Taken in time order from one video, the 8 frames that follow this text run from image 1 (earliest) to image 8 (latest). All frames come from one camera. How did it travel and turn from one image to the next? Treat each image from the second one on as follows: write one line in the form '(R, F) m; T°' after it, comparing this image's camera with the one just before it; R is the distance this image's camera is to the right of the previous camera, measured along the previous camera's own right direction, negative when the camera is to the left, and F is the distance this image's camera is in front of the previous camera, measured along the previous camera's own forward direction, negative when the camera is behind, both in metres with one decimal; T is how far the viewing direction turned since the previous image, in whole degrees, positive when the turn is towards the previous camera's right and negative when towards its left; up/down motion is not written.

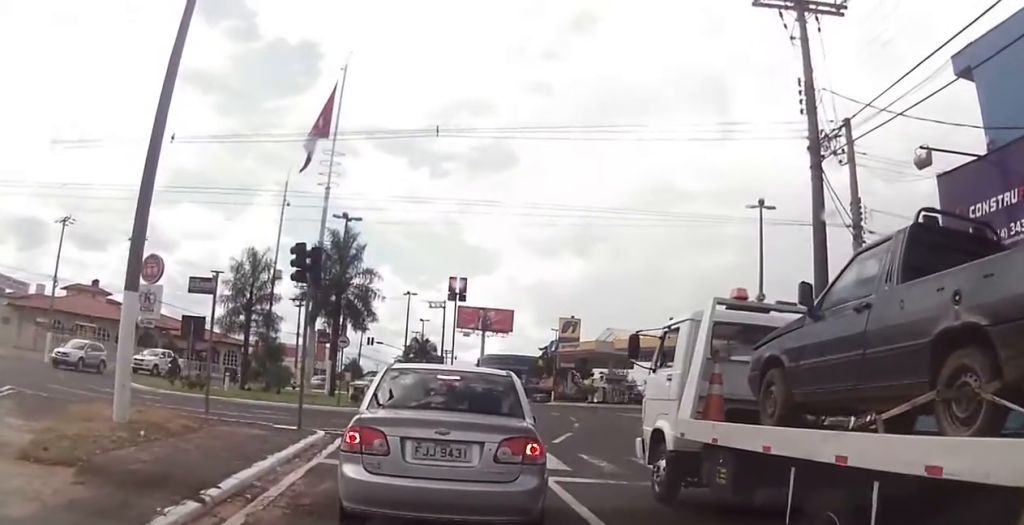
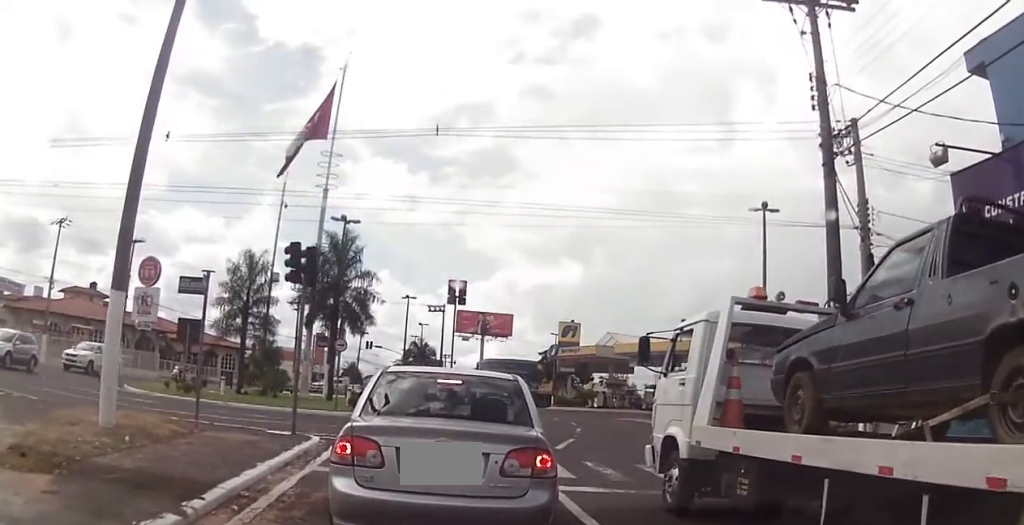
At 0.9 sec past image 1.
(+0.2, +1.4) m; 0°
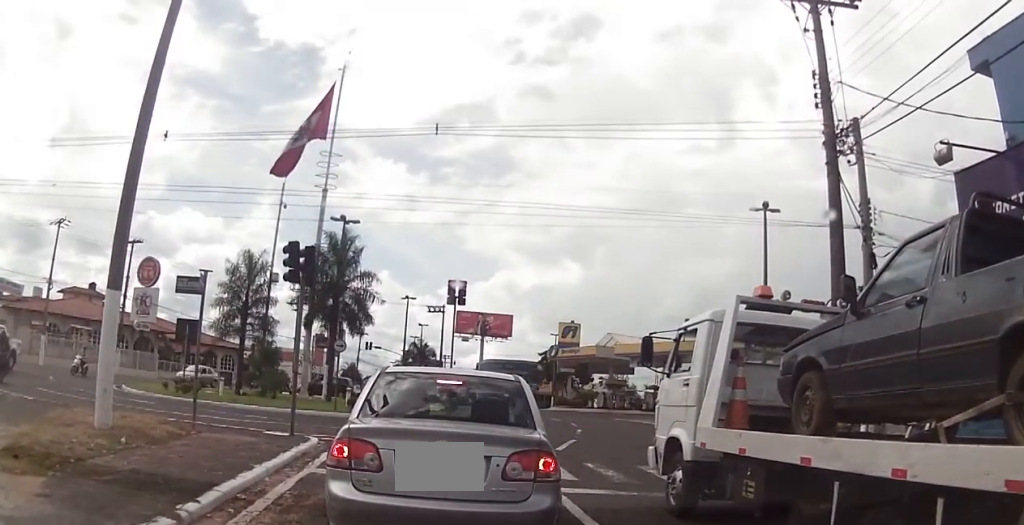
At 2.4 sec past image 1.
(0.0, +0.9) m; 0°
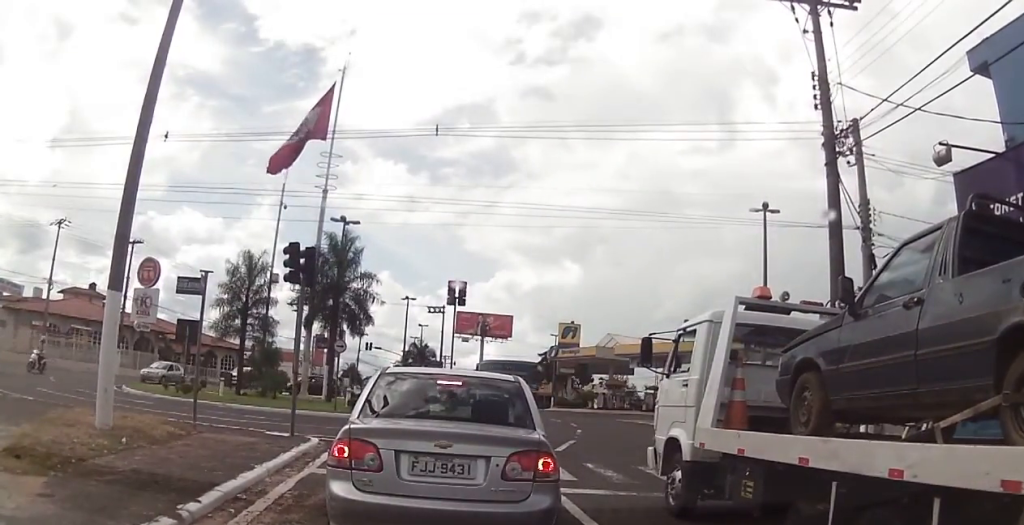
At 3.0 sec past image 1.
(0.0, +0.1) m; 0°
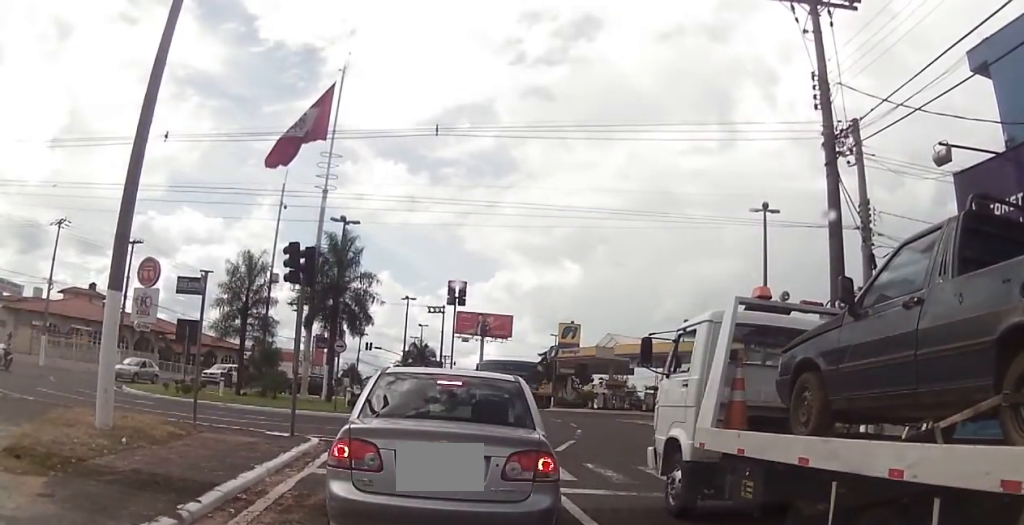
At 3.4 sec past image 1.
(0.0, 0.0) m; 0°
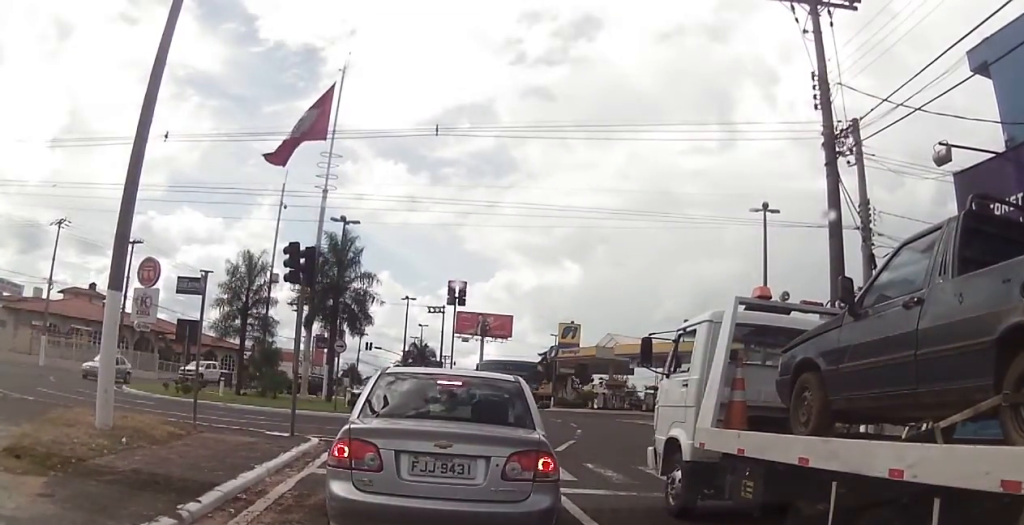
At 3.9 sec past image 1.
(0.0, 0.0) m; 0°
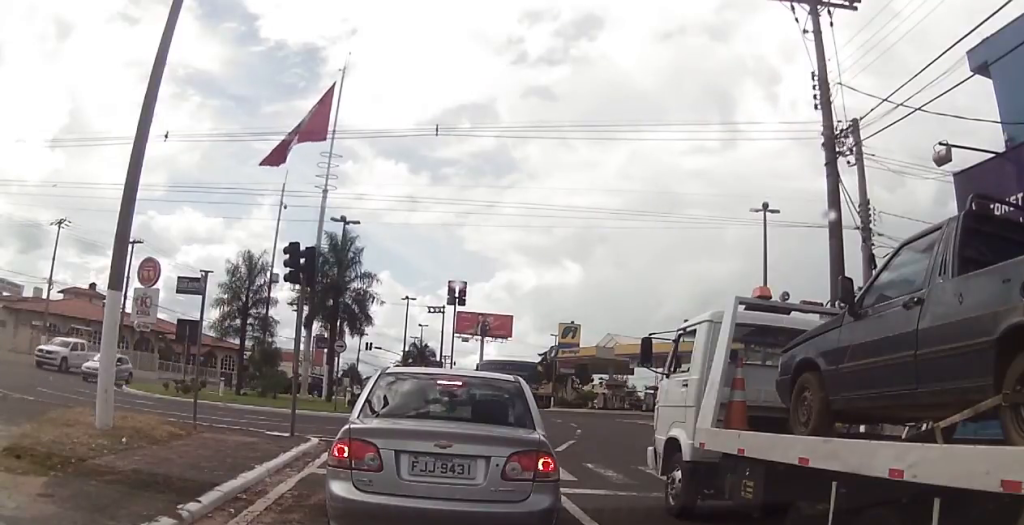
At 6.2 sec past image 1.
(0.0, 0.0) m; 0°
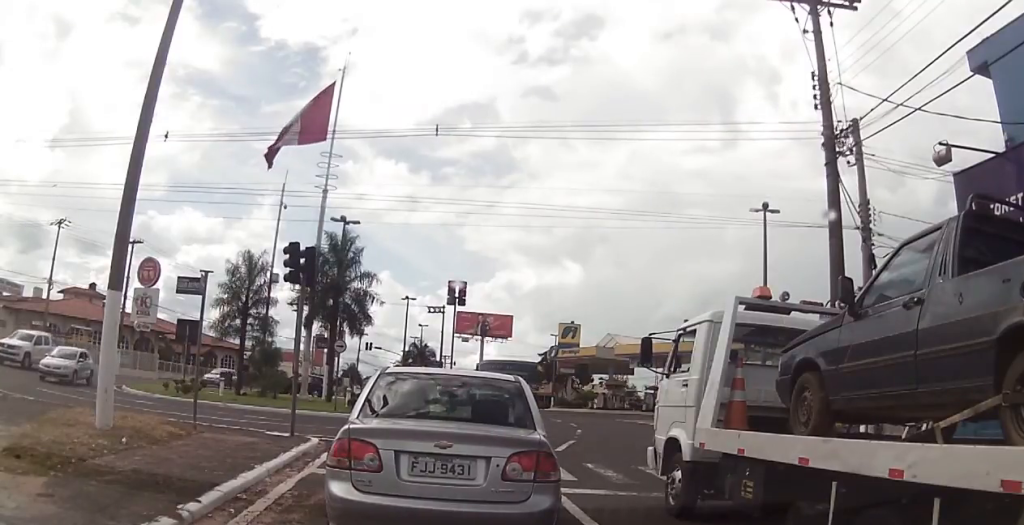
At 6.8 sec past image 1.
(0.0, 0.0) m; 0°
